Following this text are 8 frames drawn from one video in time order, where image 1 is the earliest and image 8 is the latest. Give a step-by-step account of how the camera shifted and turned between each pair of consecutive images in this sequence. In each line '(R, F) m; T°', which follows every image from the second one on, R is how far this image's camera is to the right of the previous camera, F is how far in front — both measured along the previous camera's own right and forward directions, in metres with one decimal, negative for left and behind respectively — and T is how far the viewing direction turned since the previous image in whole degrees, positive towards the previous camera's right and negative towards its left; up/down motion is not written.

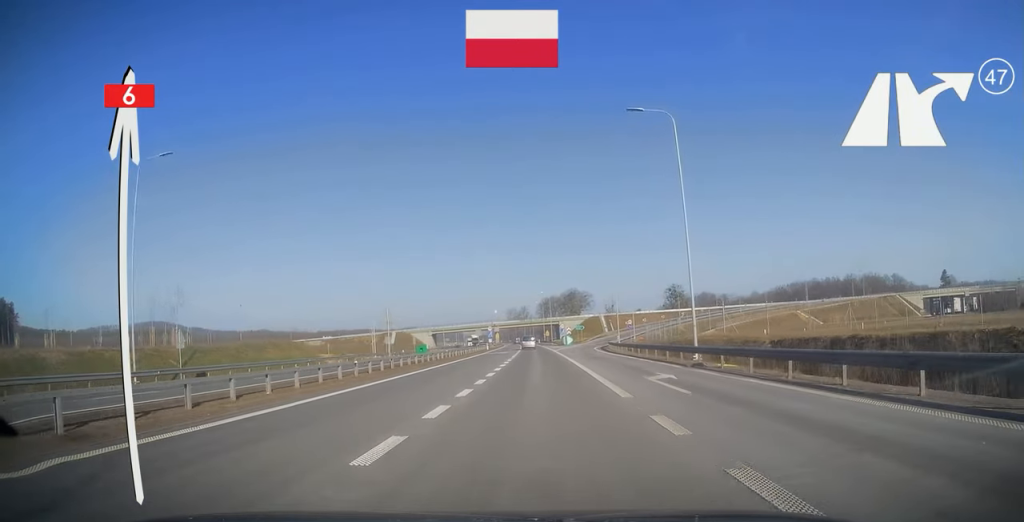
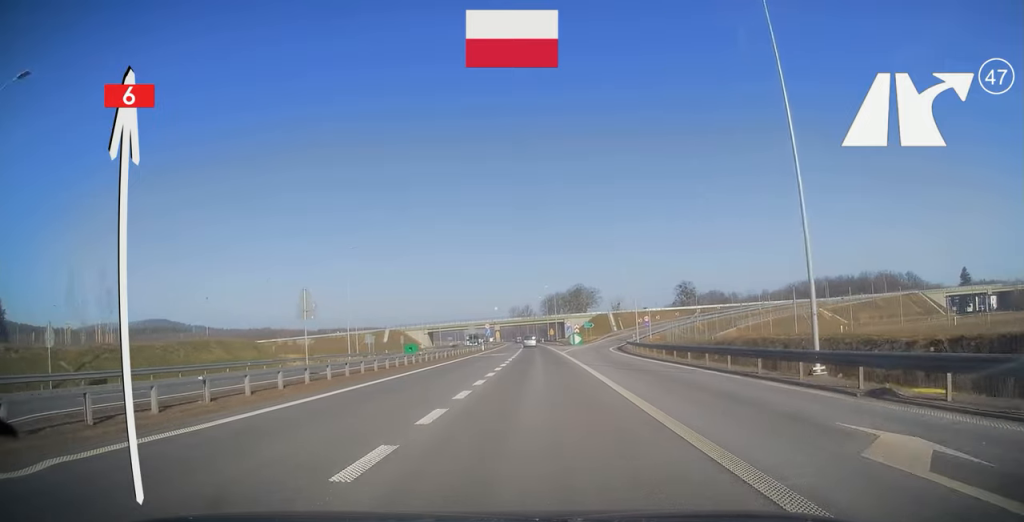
(0.0, +12.8) m; -1°
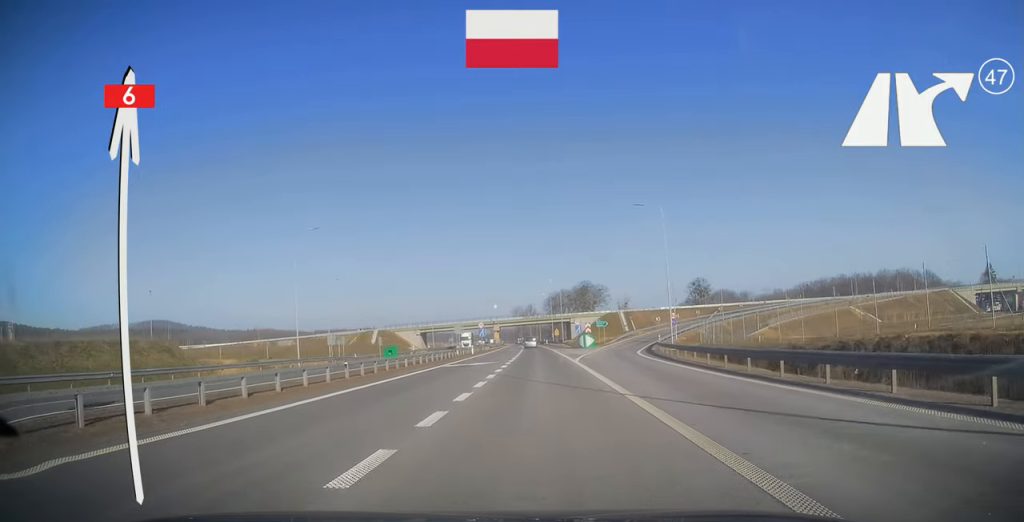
(-0.4, +16.2) m; 0°
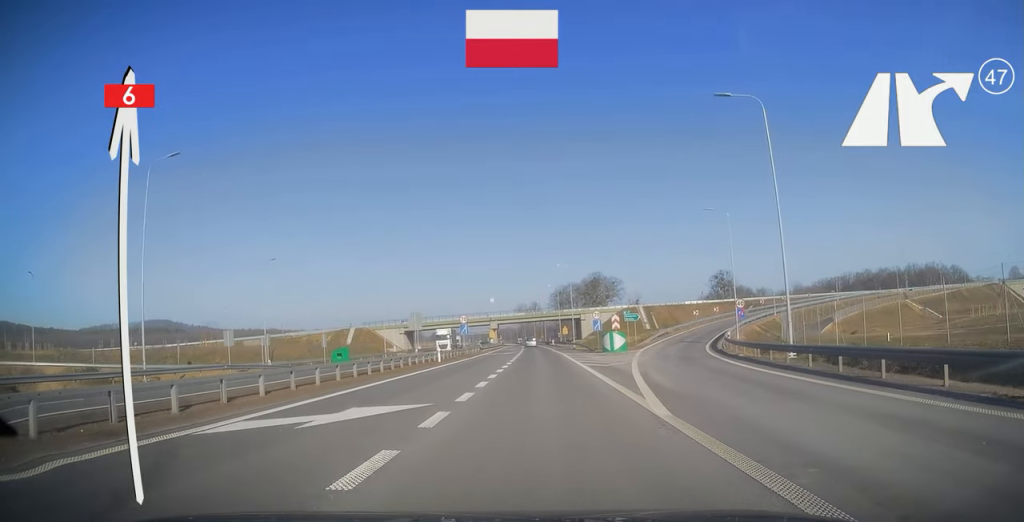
(+0.3, +24.0) m; 0°
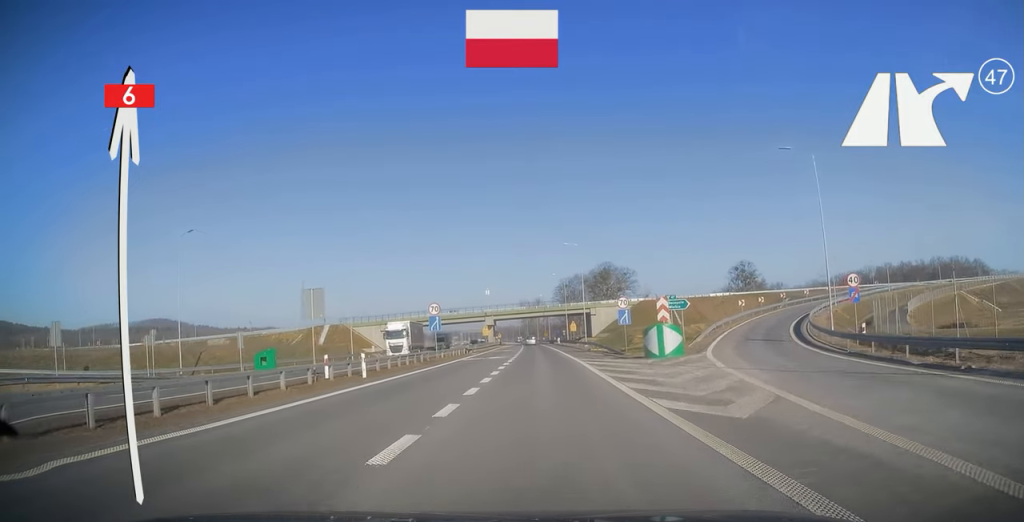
(-0.4, +18.9) m; -1°
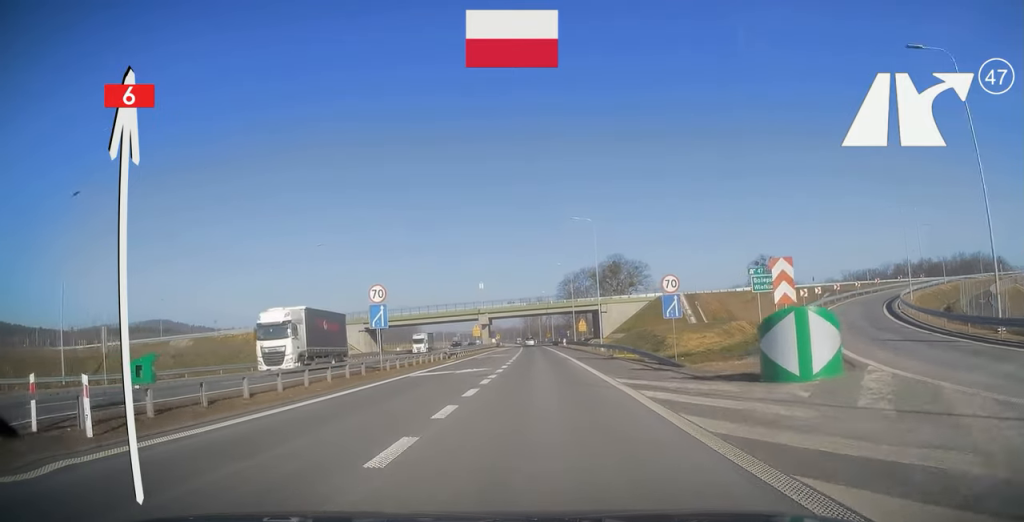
(0.0, +16.1) m; 0°
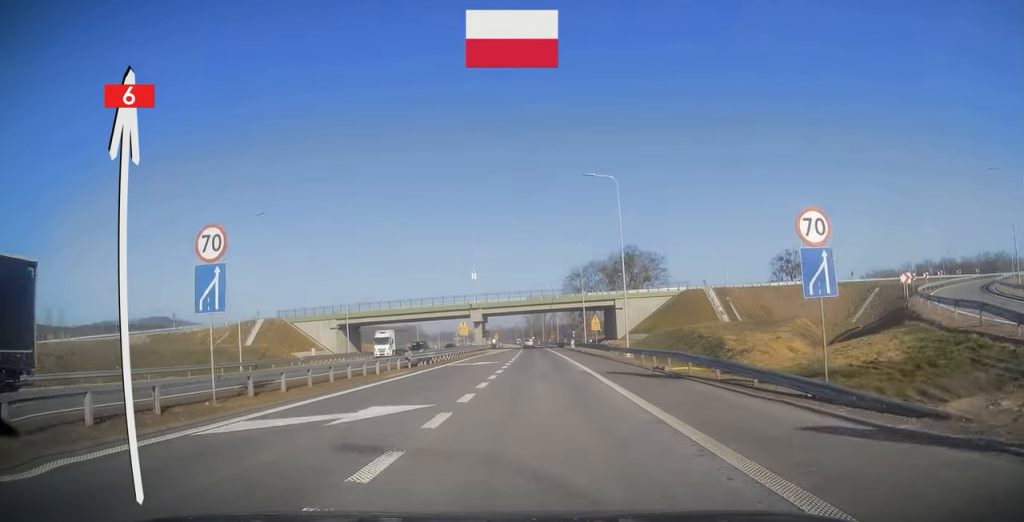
(0.0, +15.6) m; 0°
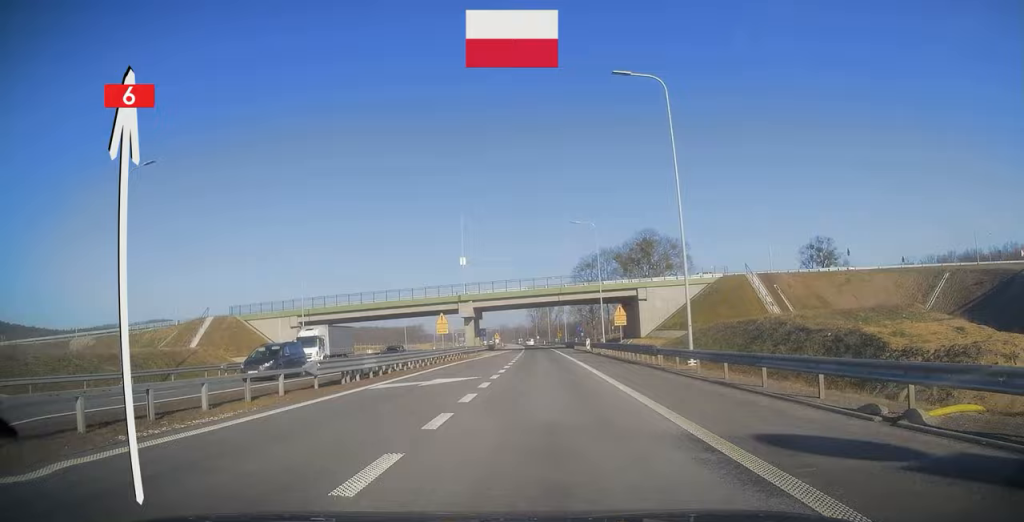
(+0.1, +16.2) m; -1°
